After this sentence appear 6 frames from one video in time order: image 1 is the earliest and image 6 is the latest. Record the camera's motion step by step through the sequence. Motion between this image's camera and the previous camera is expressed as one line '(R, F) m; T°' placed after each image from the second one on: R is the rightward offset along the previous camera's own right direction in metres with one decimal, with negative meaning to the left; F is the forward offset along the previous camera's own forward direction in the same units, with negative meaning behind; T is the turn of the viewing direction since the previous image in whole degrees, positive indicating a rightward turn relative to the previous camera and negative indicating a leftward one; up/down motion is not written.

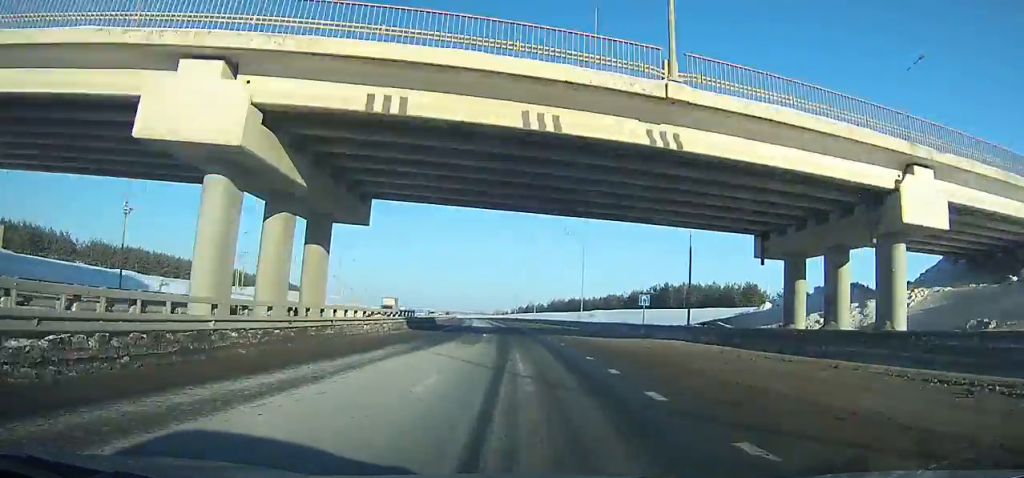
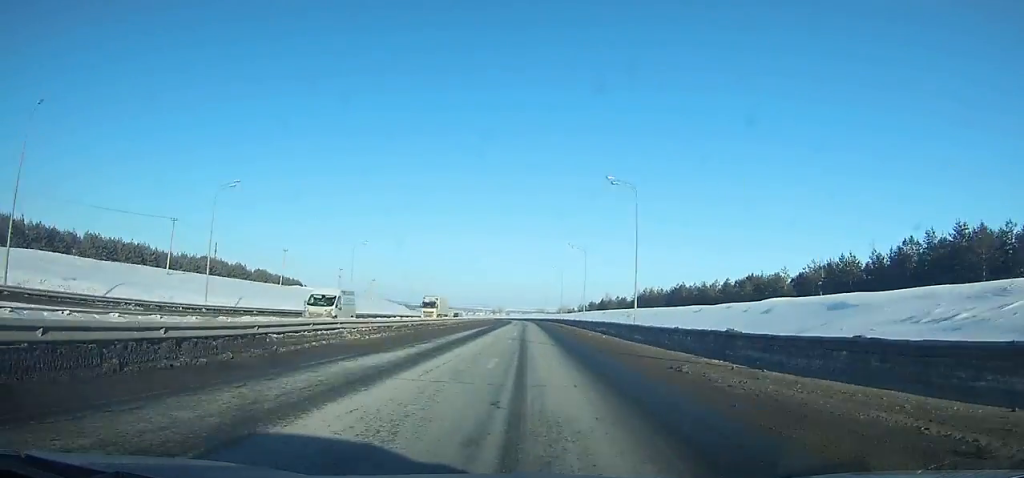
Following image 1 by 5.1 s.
(-5.7, +101.4) m; -5°
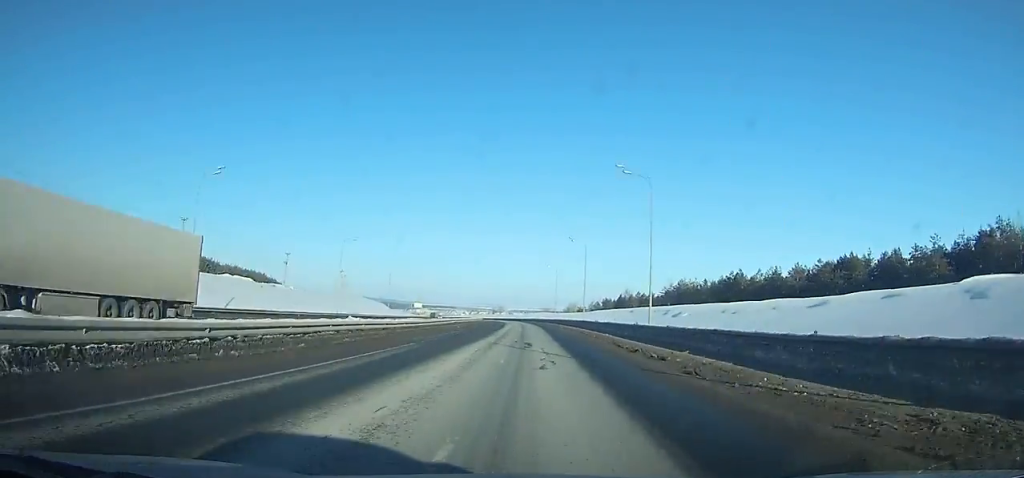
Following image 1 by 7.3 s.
(-0.6, +45.8) m; -1°
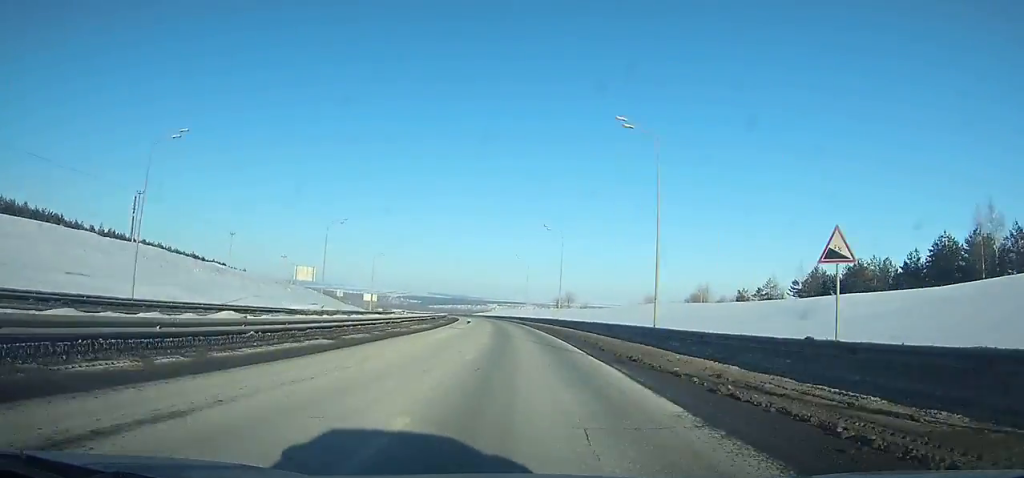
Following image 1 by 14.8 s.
(-6.7, +164.8) m; -7°
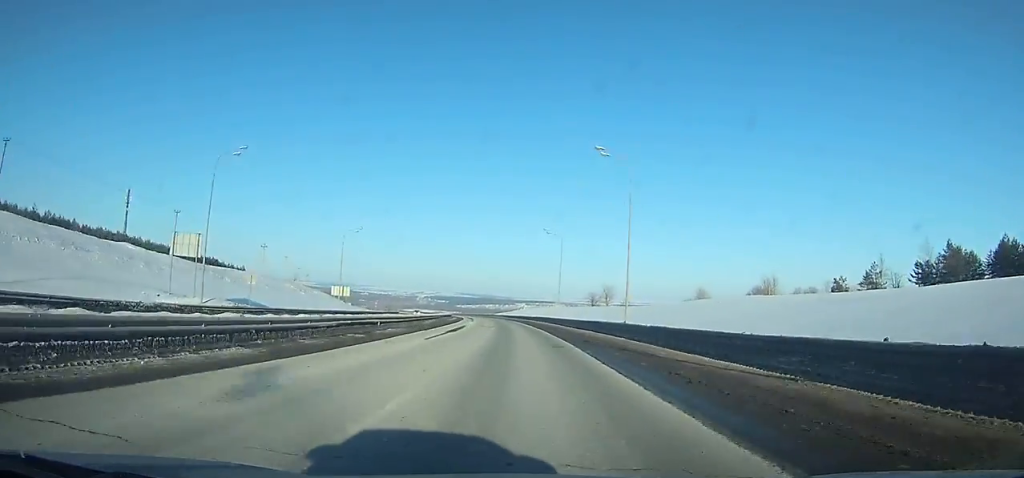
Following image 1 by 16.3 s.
(-0.6, +34.0) m; -2°
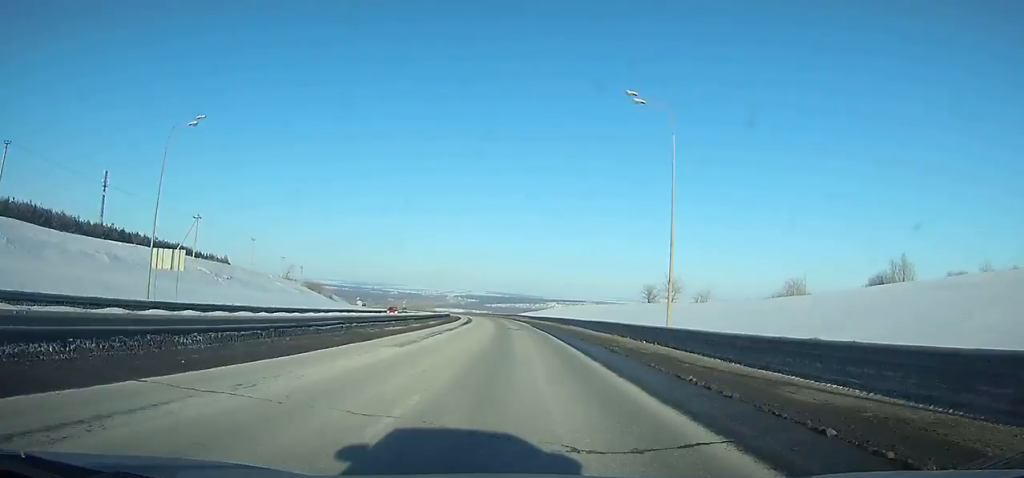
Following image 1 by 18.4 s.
(-1.2, +48.2) m; -3°
